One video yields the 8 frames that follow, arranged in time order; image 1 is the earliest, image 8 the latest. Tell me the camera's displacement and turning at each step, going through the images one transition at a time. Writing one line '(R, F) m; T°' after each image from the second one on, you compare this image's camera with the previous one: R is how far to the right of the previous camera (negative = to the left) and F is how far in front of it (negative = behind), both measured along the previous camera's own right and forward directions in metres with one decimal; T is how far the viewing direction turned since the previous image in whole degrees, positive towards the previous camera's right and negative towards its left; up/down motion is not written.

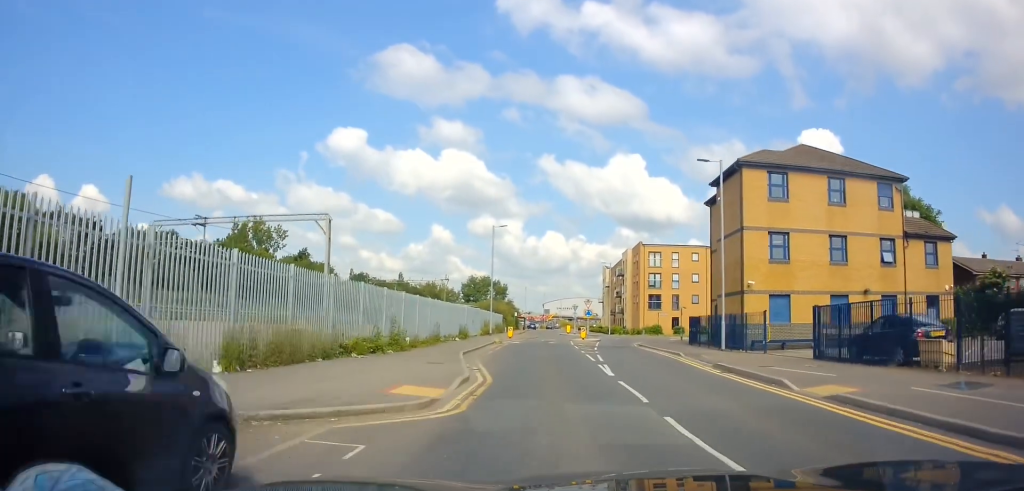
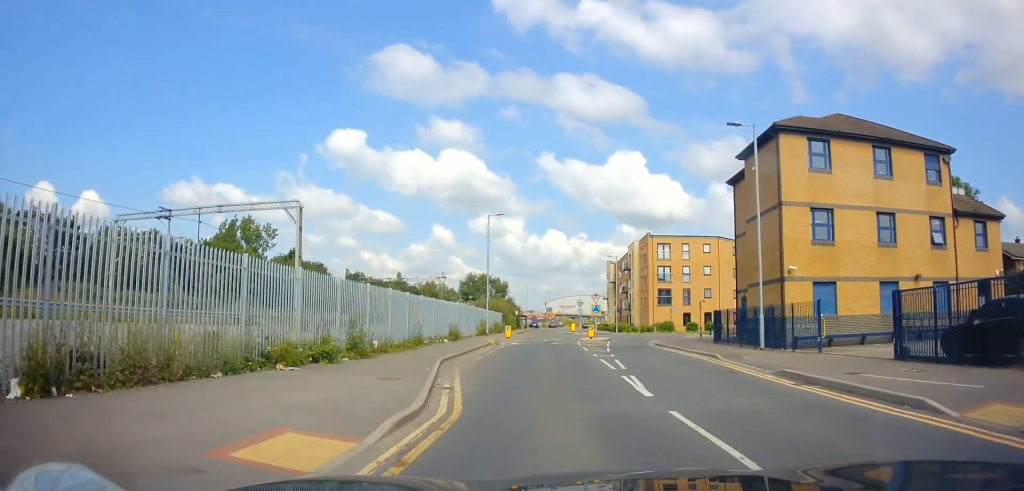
(0.0, +5.5) m; +1°
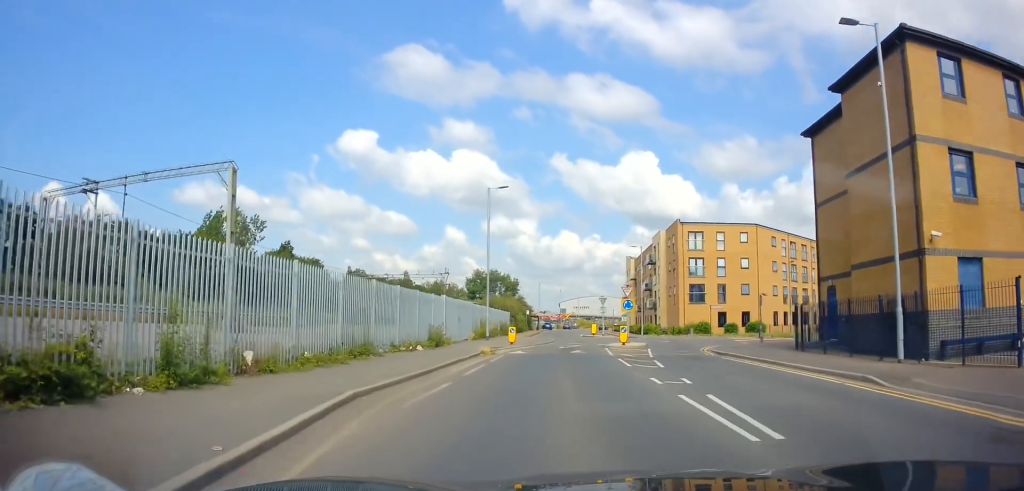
(+0.2, +9.7) m; +2°
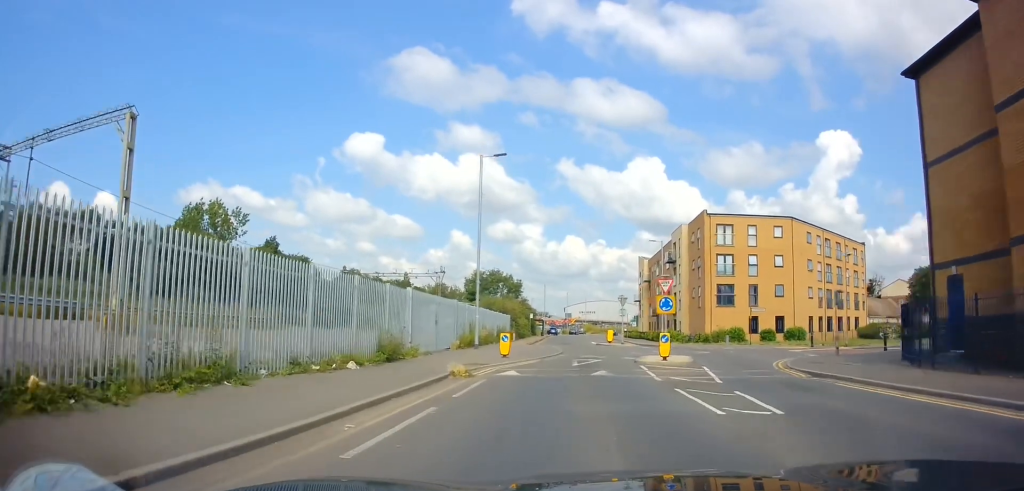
(0.0, +8.9) m; -1°
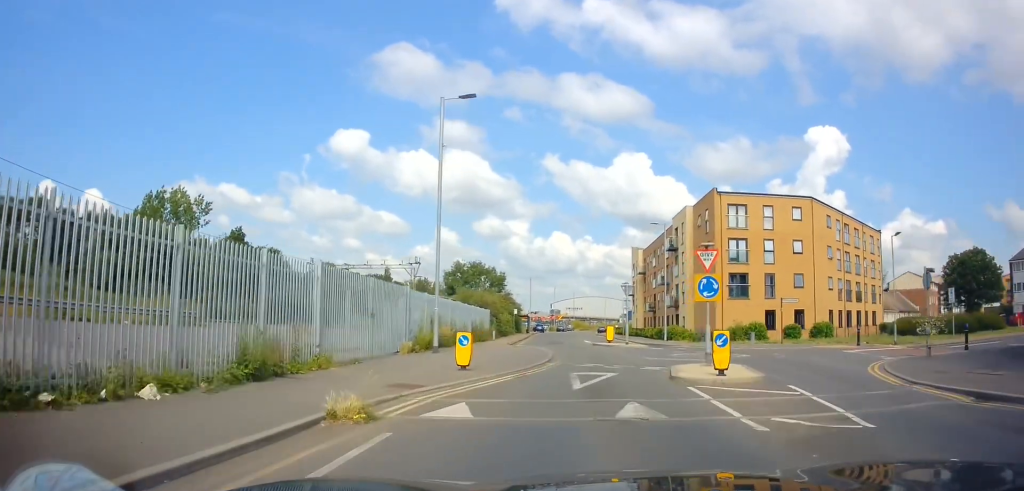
(-0.2, +7.2) m; -1°
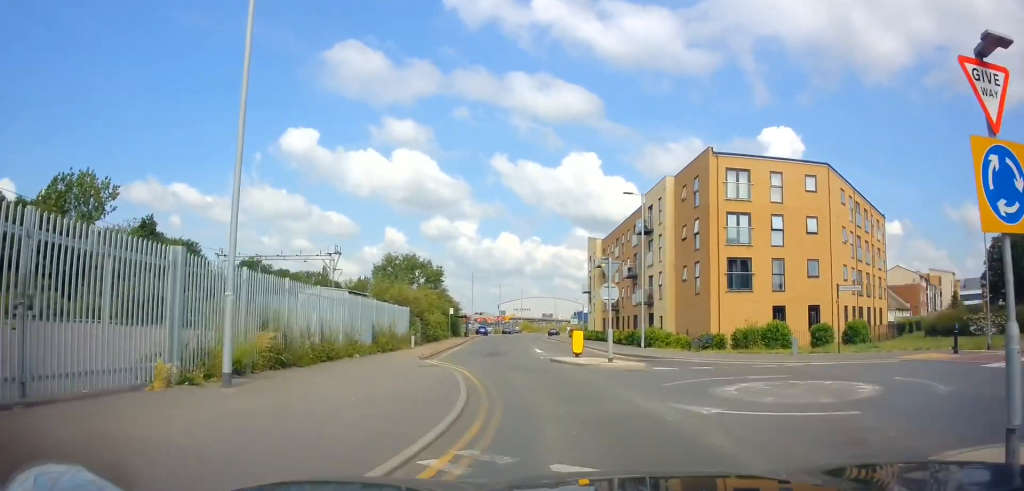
(+0.3, +11.7) m; +4°
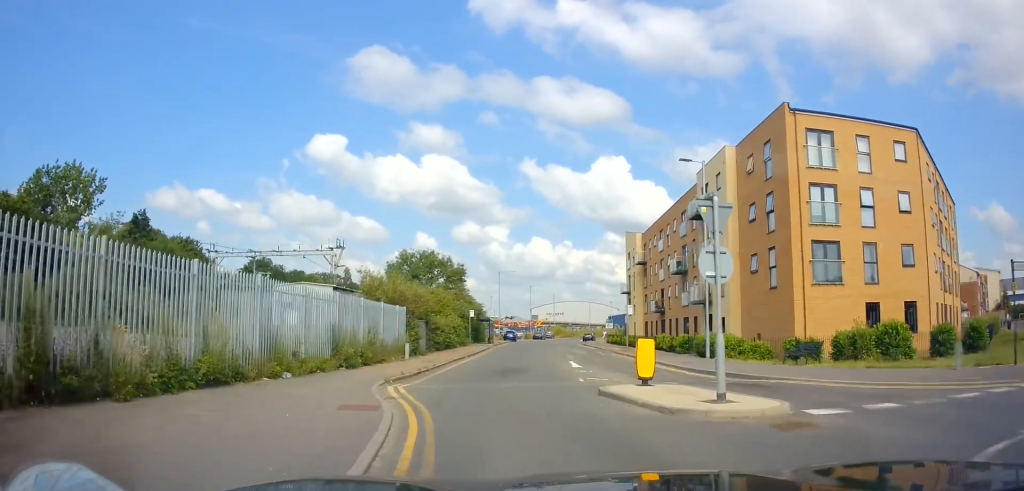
(+0.3, +8.4) m; 0°
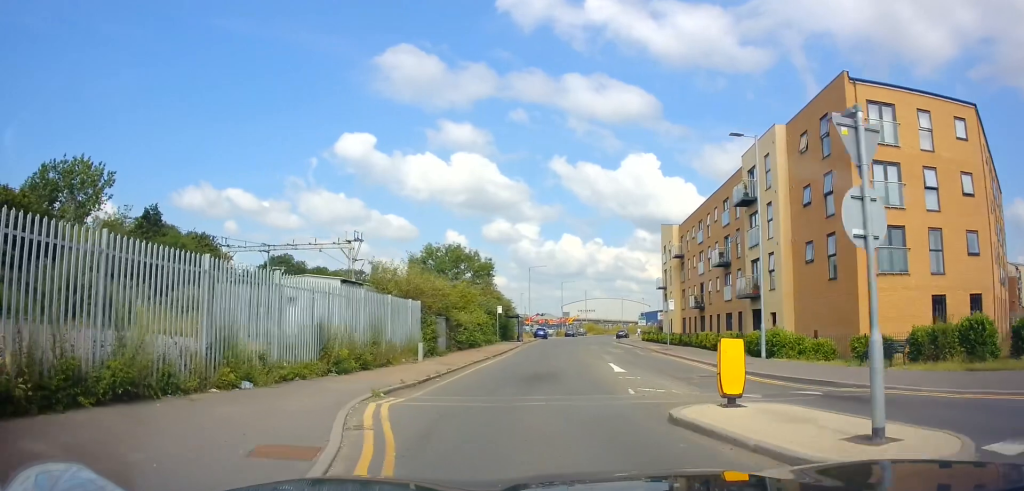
(-0.2, +3.4) m; -2°
